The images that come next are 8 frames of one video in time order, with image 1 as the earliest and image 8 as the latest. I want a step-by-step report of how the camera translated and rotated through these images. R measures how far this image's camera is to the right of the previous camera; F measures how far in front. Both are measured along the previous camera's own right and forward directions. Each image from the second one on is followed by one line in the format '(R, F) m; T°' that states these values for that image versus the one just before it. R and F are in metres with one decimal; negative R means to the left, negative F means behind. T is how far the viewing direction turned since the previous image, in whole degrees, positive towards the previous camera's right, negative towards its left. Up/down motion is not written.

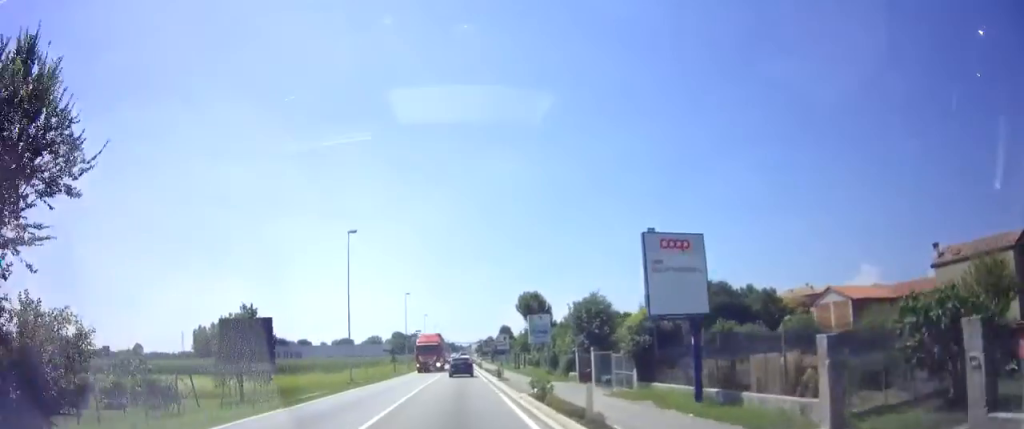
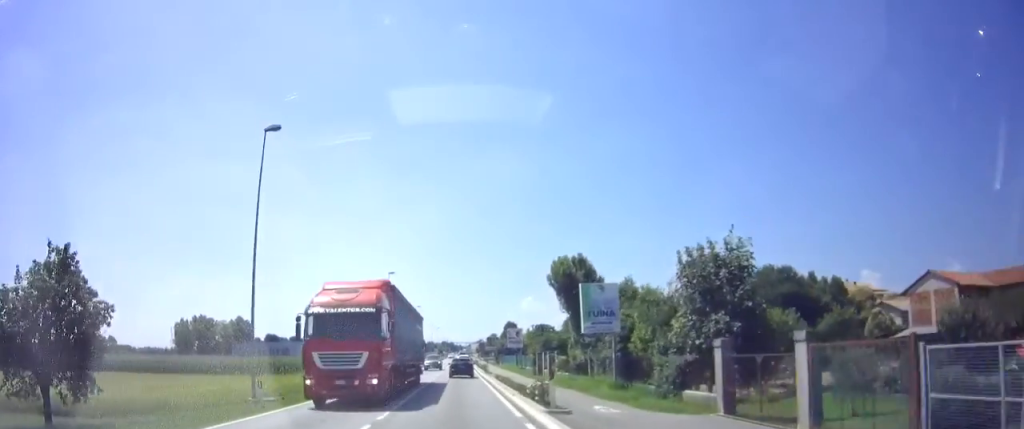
(0.0, +18.3) m; 0°
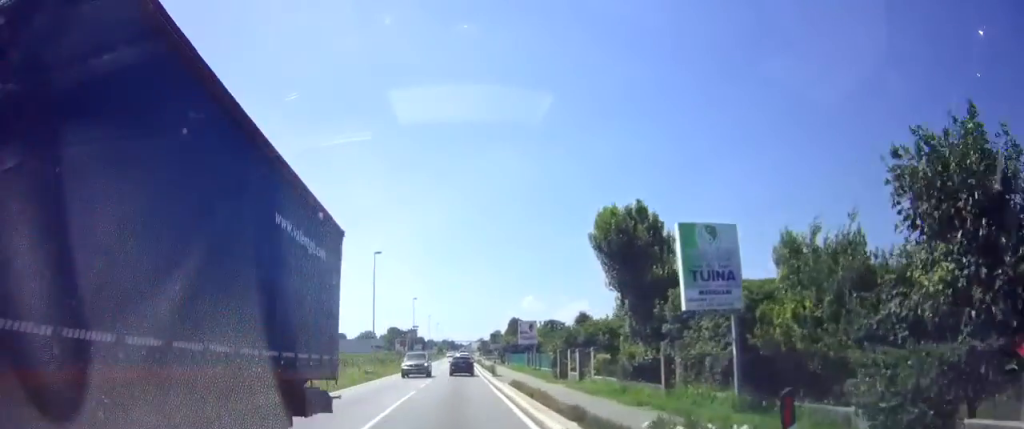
(0.0, +10.4) m; 0°
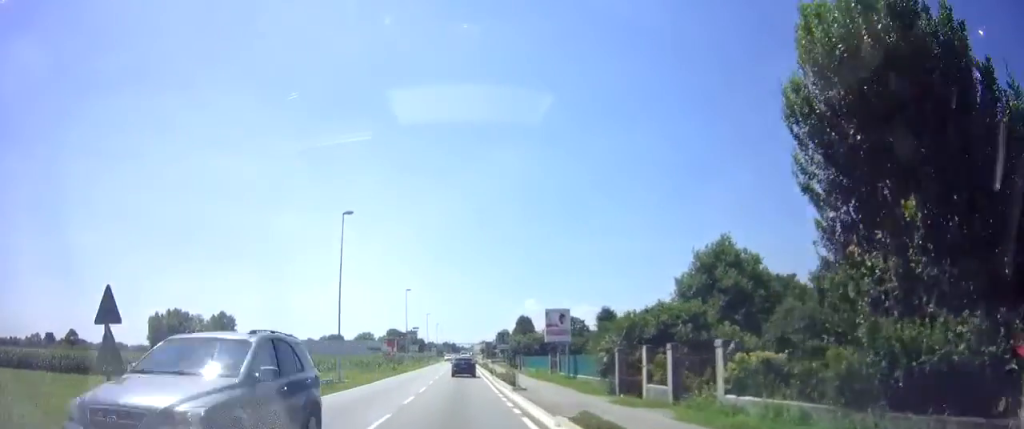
(0.0, +14.1) m; 0°
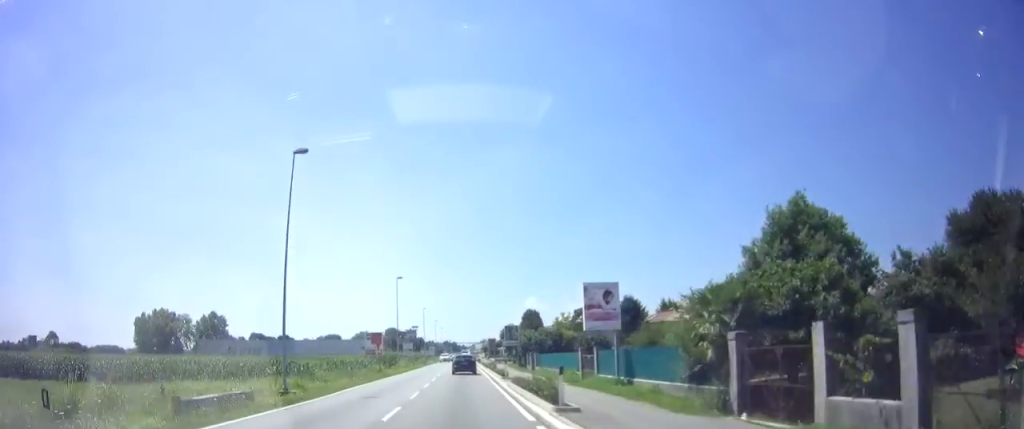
(0.0, +10.7) m; 0°
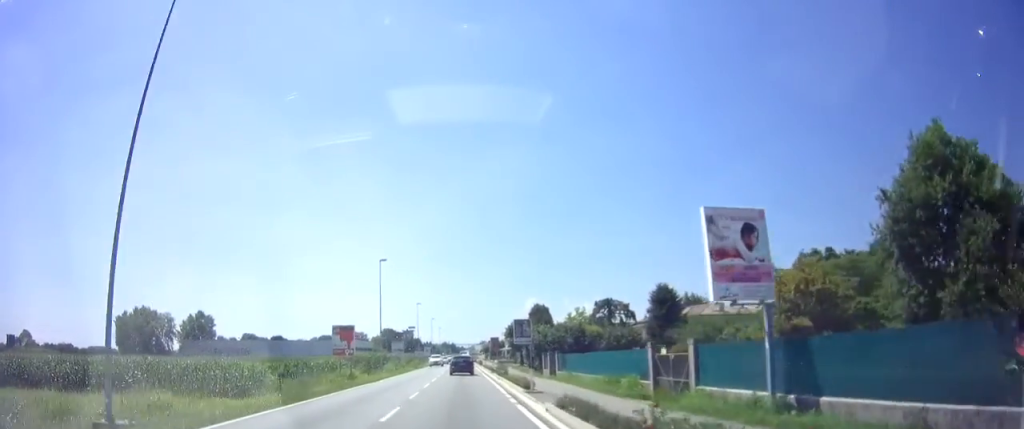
(0.0, +12.7) m; 0°
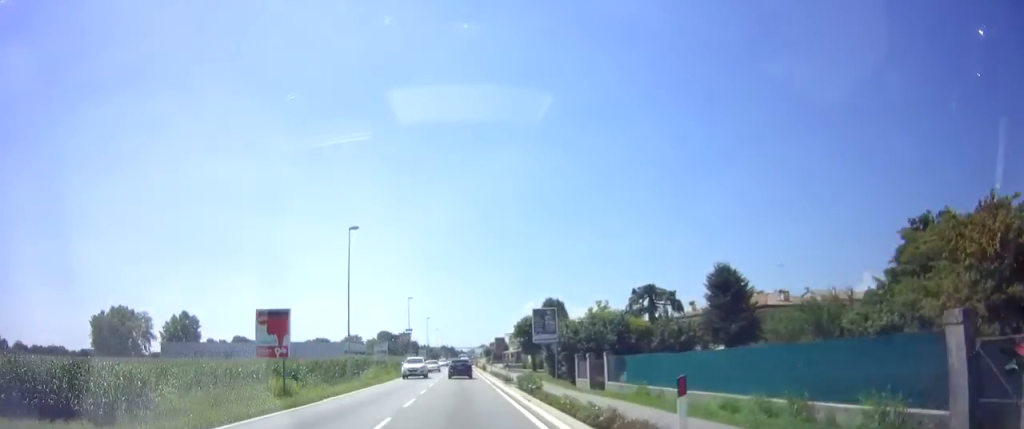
(0.0, +13.8) m; 0°
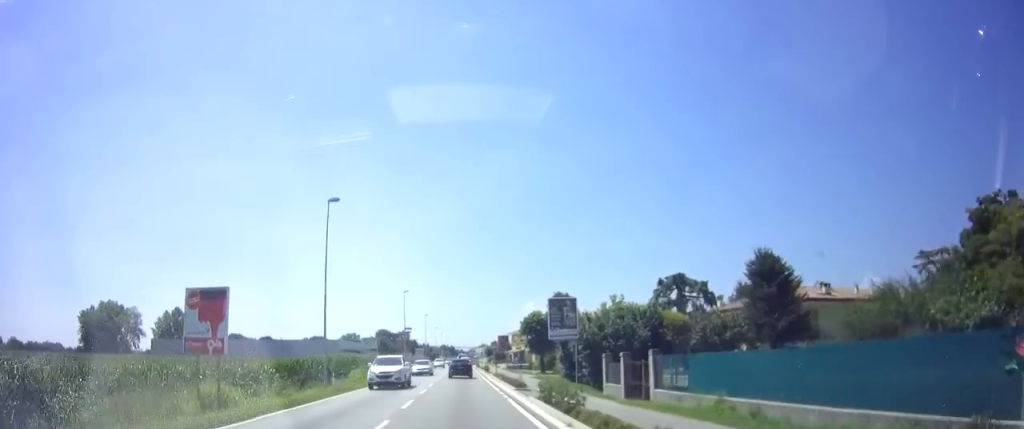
(0.0, +6.4) m; 0°
